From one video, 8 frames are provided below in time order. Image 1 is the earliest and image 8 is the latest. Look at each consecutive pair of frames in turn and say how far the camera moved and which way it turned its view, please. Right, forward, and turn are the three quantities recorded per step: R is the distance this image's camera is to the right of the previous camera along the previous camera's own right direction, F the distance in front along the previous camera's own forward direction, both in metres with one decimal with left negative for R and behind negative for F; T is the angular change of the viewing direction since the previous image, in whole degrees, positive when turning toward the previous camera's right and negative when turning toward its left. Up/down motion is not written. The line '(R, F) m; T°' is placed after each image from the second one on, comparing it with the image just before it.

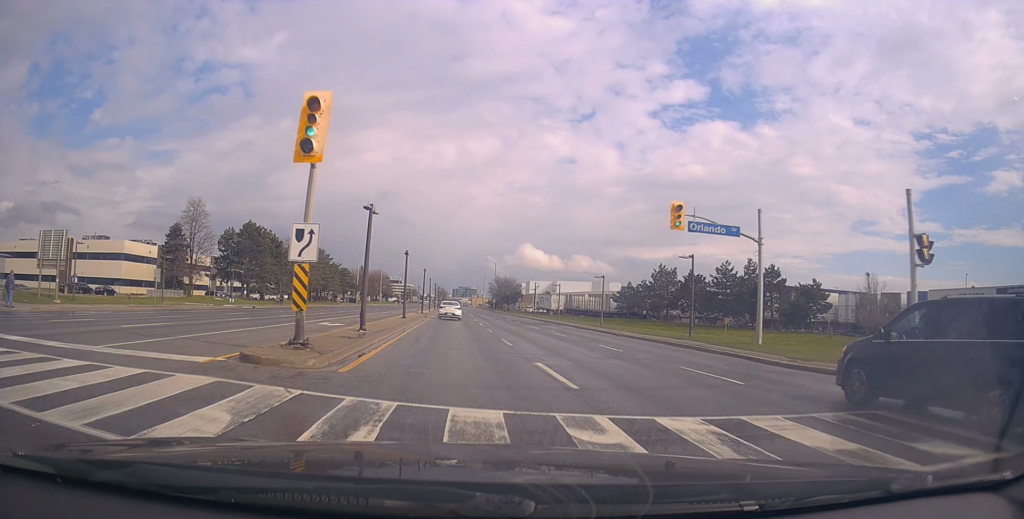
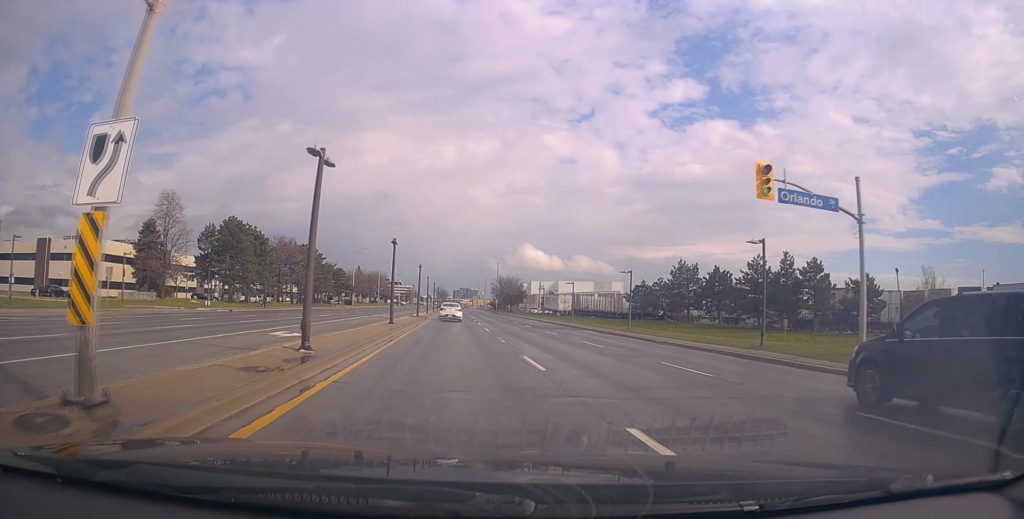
(0.0, +6.9) m; 0°
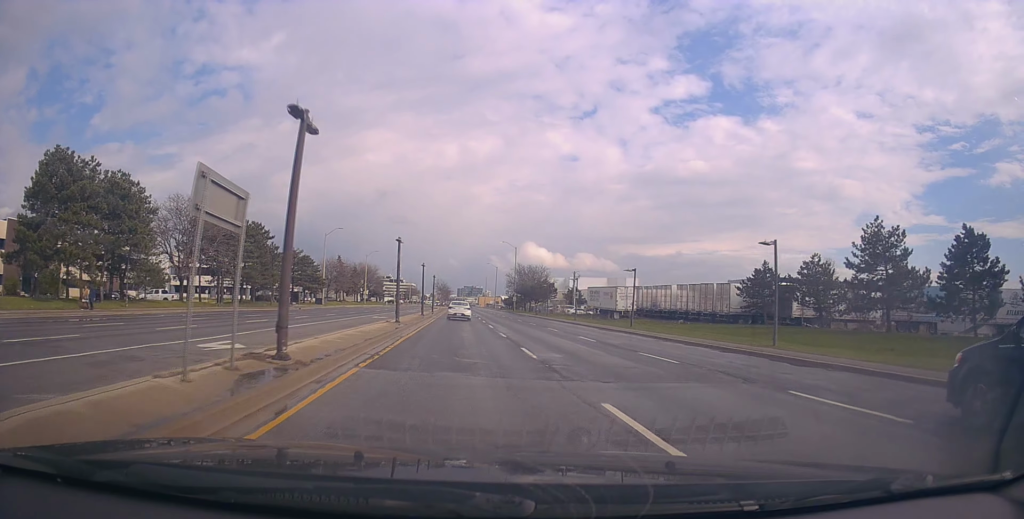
(-0.7, +34.7) m; -2°
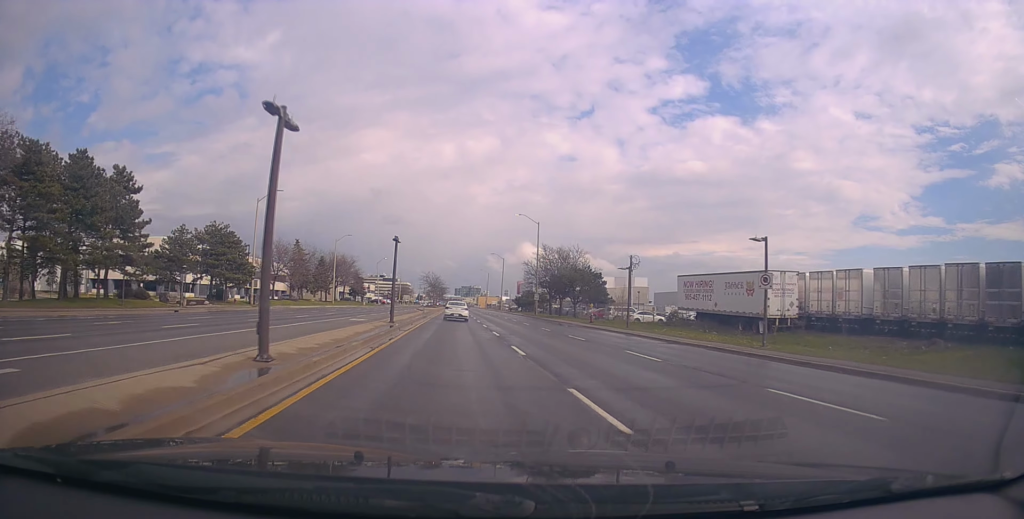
(+1.1, +35.3) m; +1°
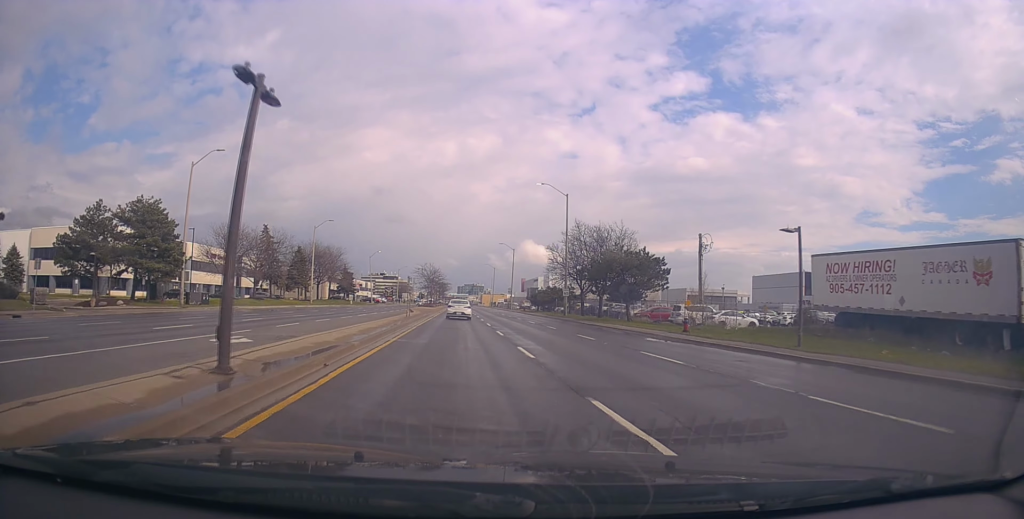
(-0.2, +19.4) m; +1°
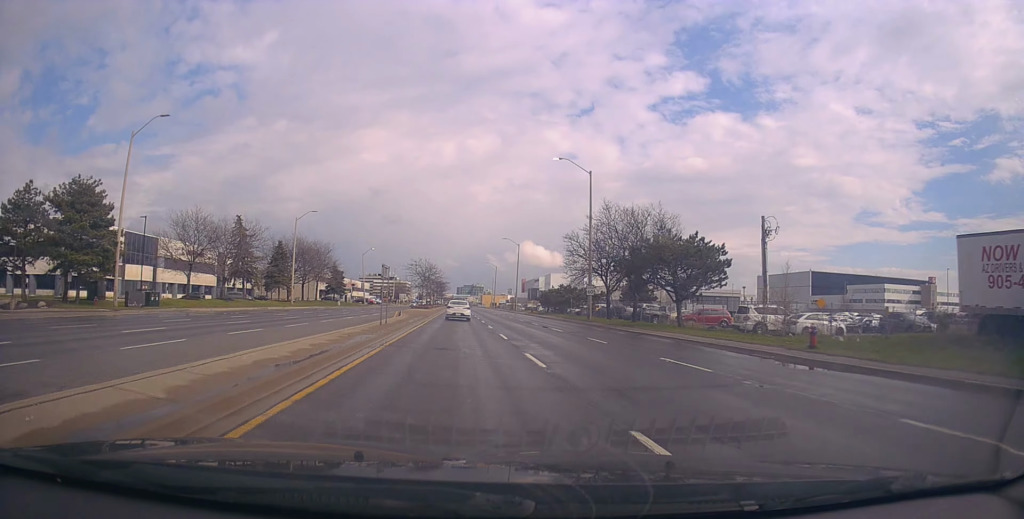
(+0.6, +11.2) m; 0°
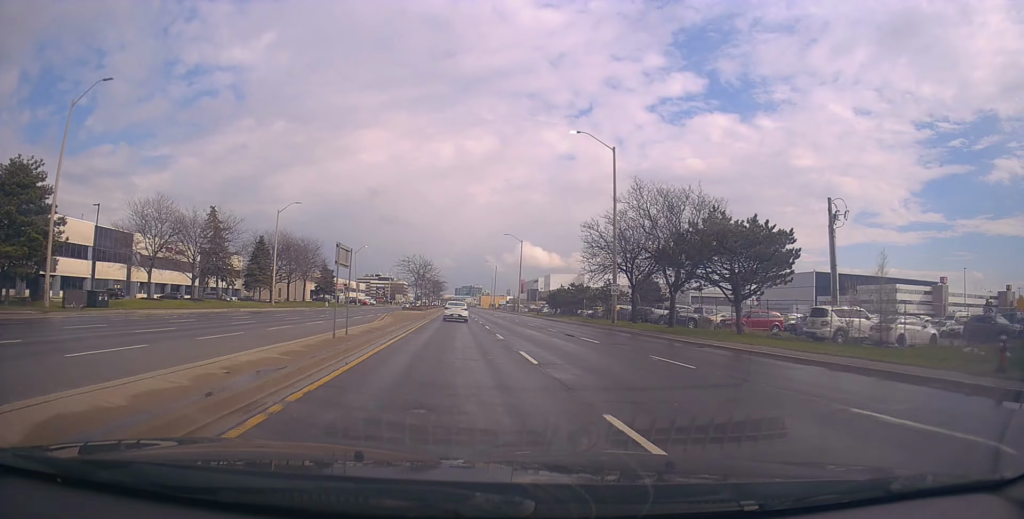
(-0.4, +8.3) m; -1°
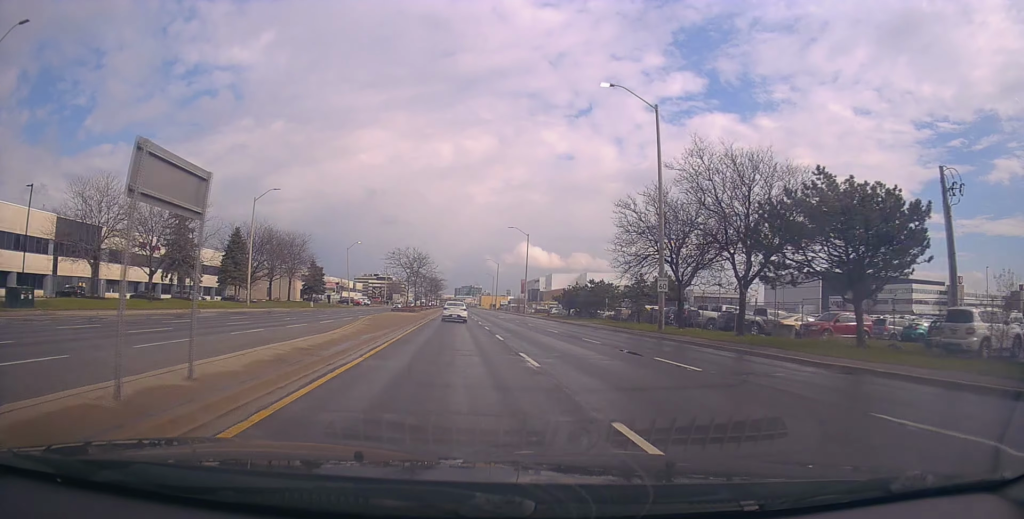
(-0.3, +9.2) m; -2°
